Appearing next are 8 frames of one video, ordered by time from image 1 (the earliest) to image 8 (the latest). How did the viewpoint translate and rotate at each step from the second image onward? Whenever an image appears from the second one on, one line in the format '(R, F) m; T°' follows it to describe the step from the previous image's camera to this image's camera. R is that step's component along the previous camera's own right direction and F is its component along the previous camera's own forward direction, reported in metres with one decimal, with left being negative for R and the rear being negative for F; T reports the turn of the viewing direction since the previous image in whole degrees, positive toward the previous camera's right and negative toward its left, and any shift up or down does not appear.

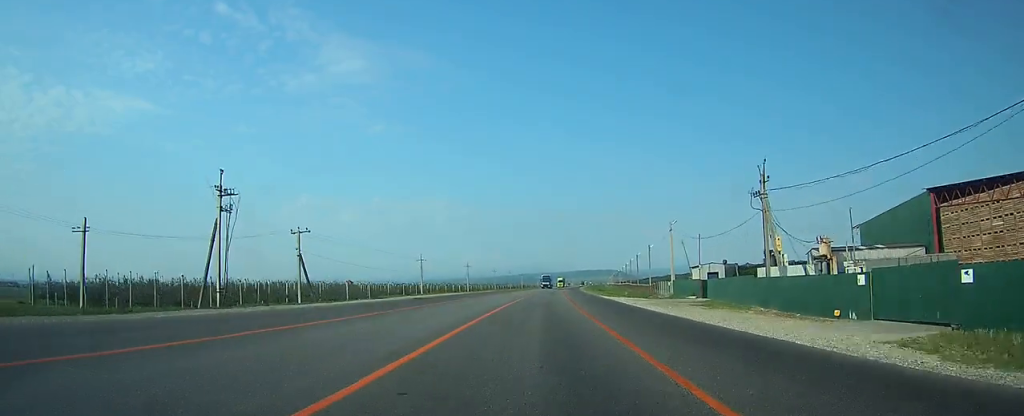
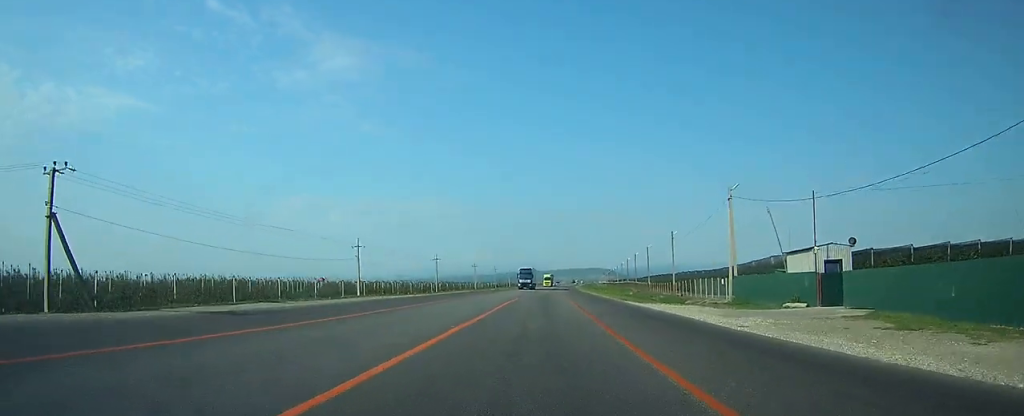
(+0.1, +25.9) m; 0°
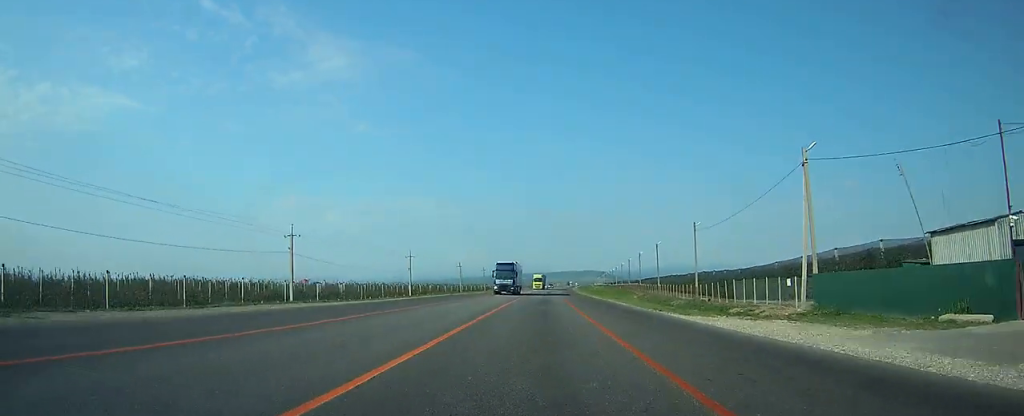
(+0.1, +15.0) m; +1°
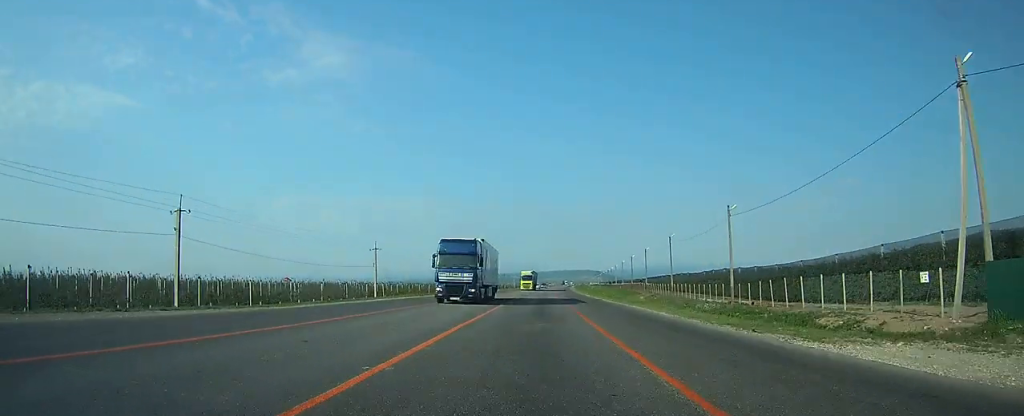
(+0.1, +14.4) m; 0°
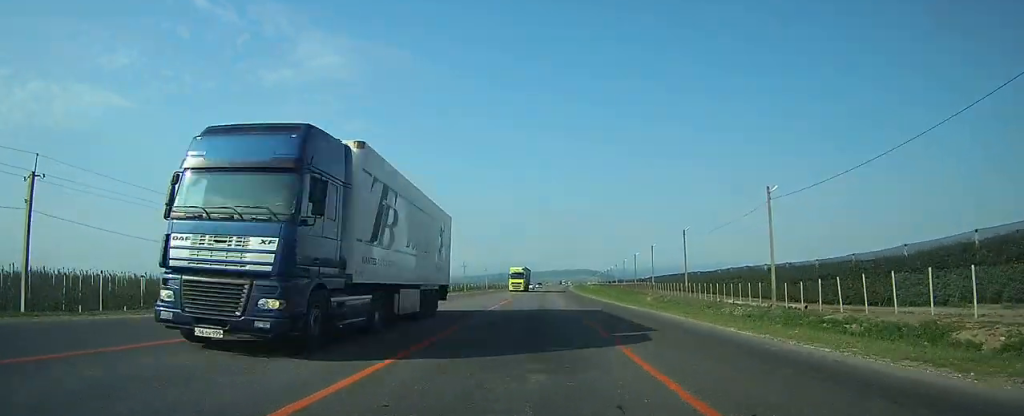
(+0.1, +10.5) m; 0°
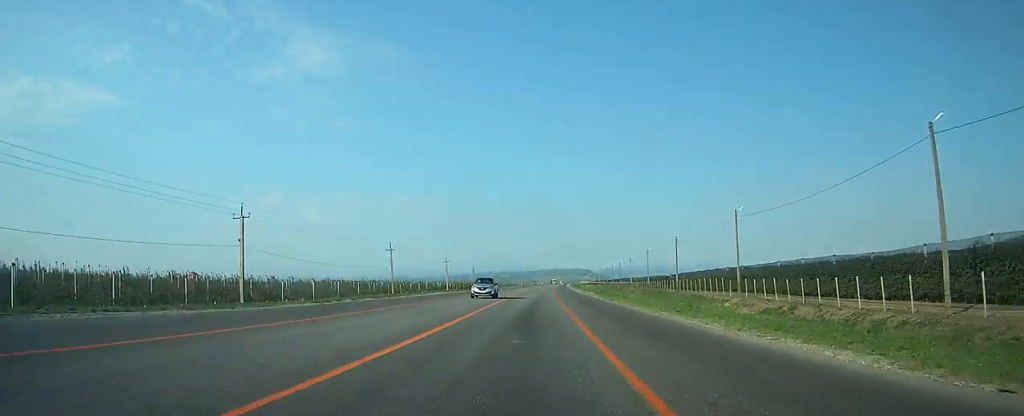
(+0.7, +54.5) m; +1°
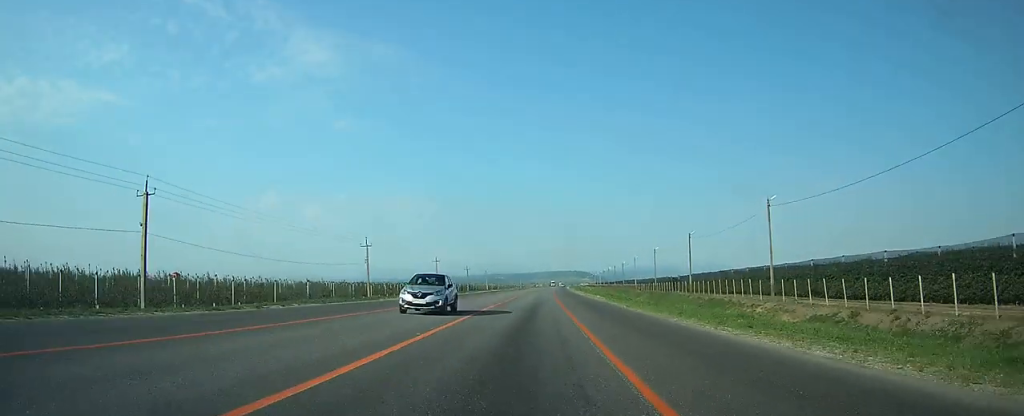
(0.0, +9.4) m; 0°
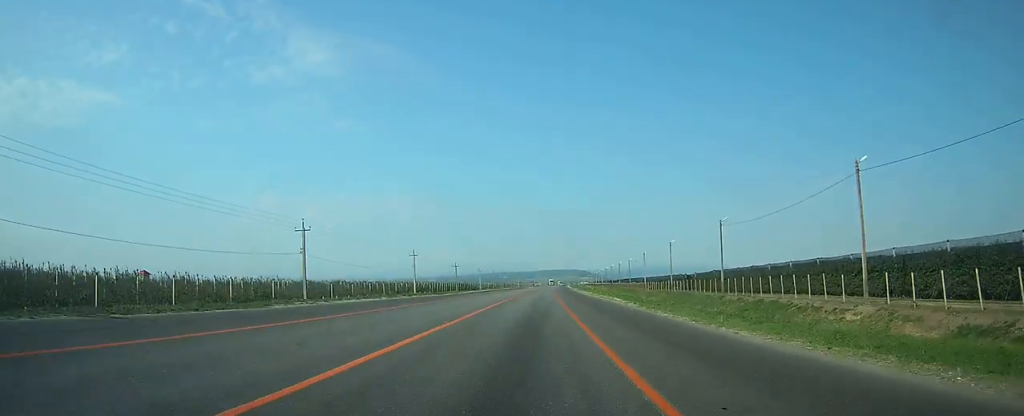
(0.0, +16.2) m; 0°
